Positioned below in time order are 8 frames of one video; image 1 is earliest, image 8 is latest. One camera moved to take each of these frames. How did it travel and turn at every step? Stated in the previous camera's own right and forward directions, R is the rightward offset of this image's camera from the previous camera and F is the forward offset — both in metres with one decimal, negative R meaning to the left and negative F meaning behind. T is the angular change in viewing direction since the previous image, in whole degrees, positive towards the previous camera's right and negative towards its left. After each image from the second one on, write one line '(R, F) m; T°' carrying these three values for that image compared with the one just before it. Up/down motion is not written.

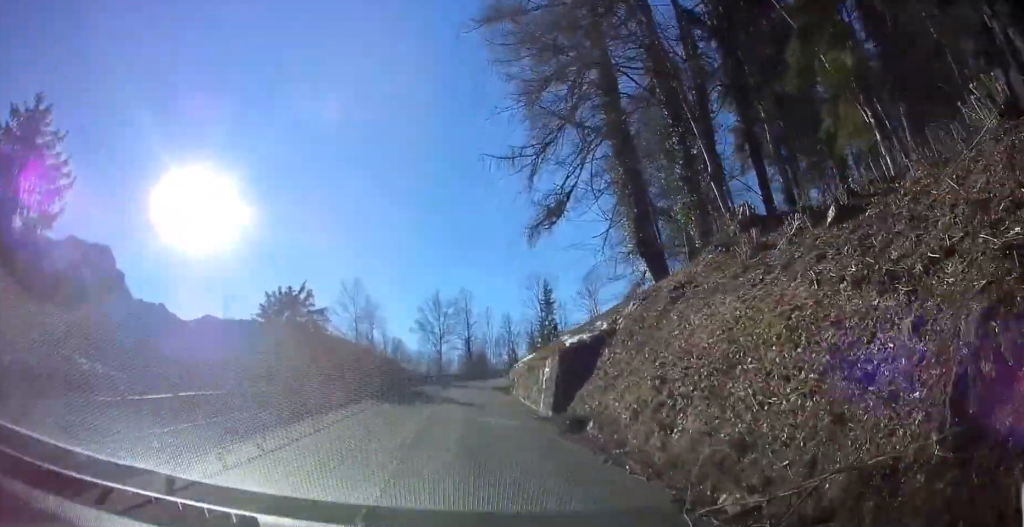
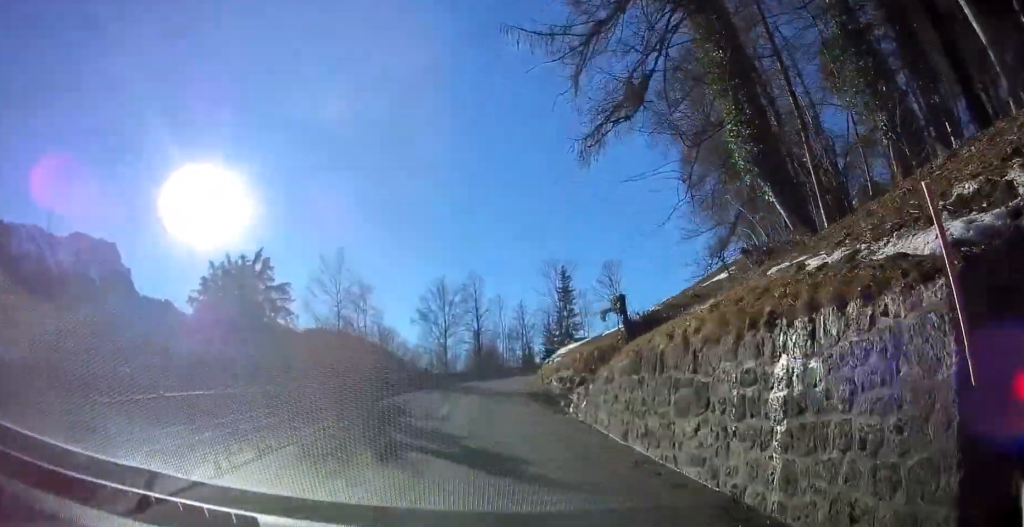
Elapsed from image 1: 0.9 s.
(+0.1, +13.0) m; 0°
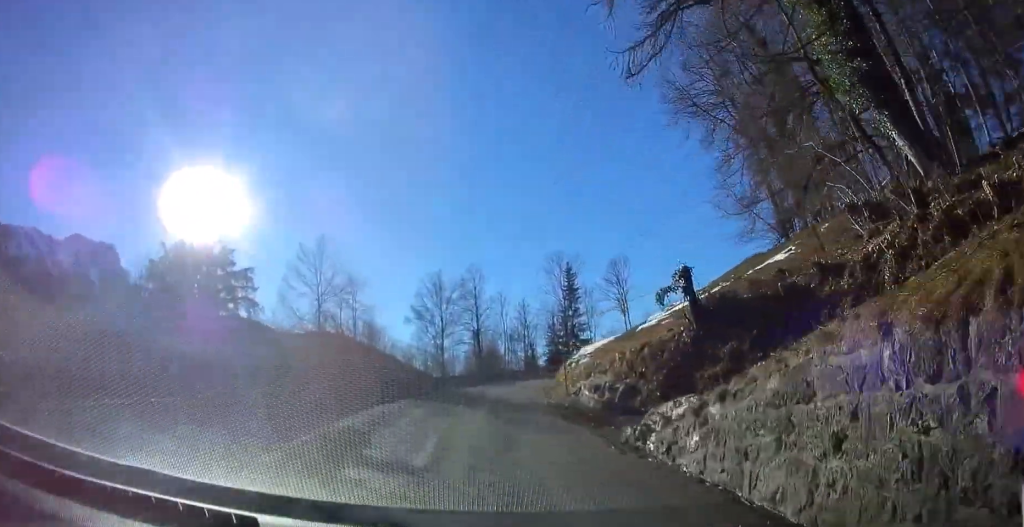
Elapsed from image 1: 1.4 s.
(-0.1, +6.3) m; 0°
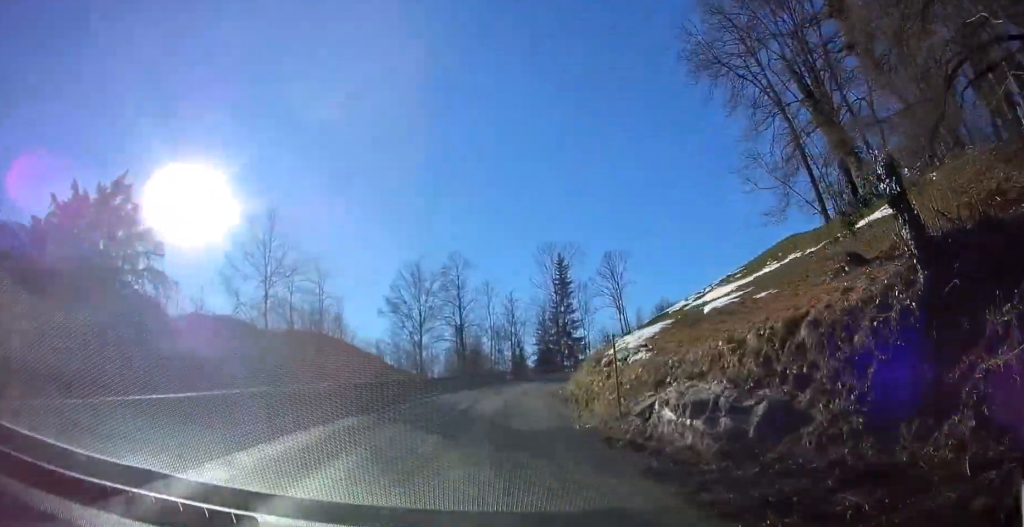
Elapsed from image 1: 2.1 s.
(0.0, +8.8) m; +1°
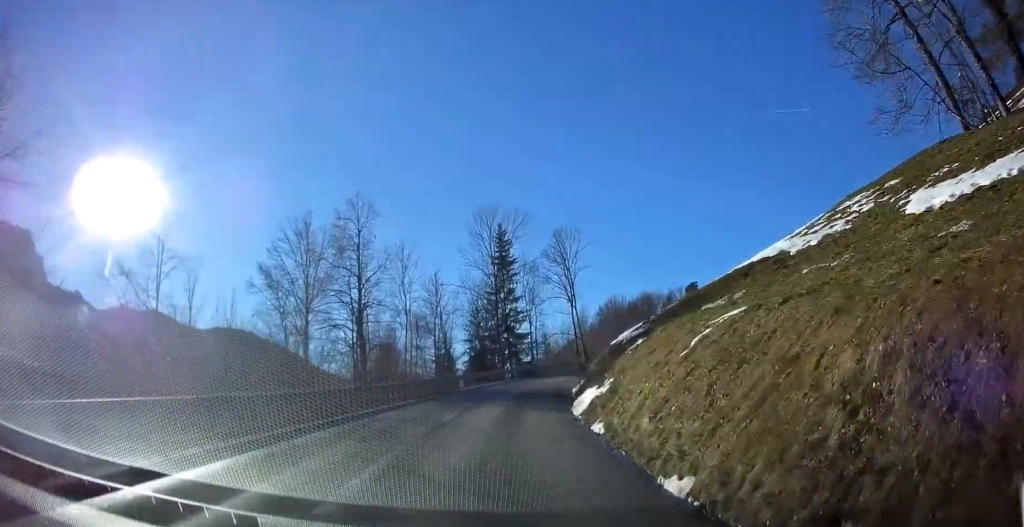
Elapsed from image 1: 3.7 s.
(+1.3, +21.1) m; +9°
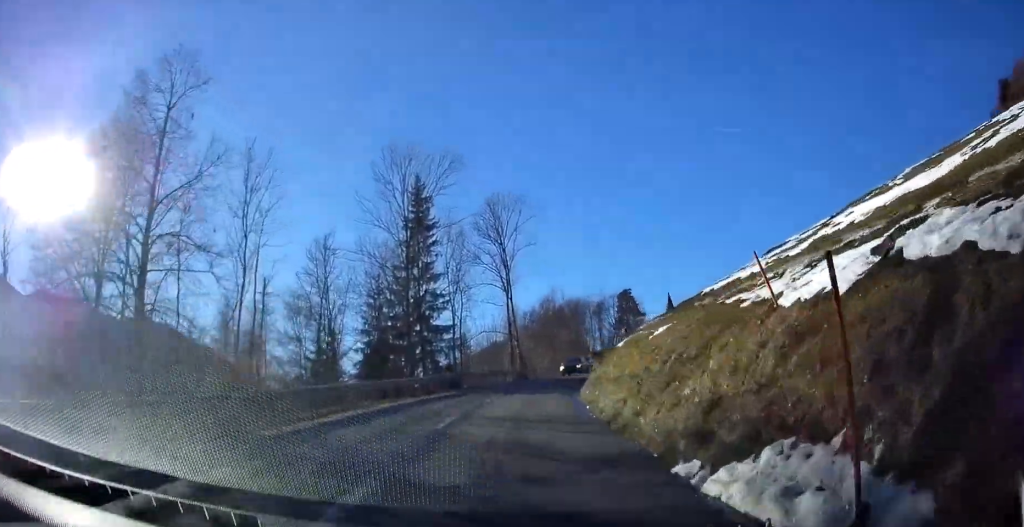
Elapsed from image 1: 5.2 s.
(+1.5, +19.3) m; +9°
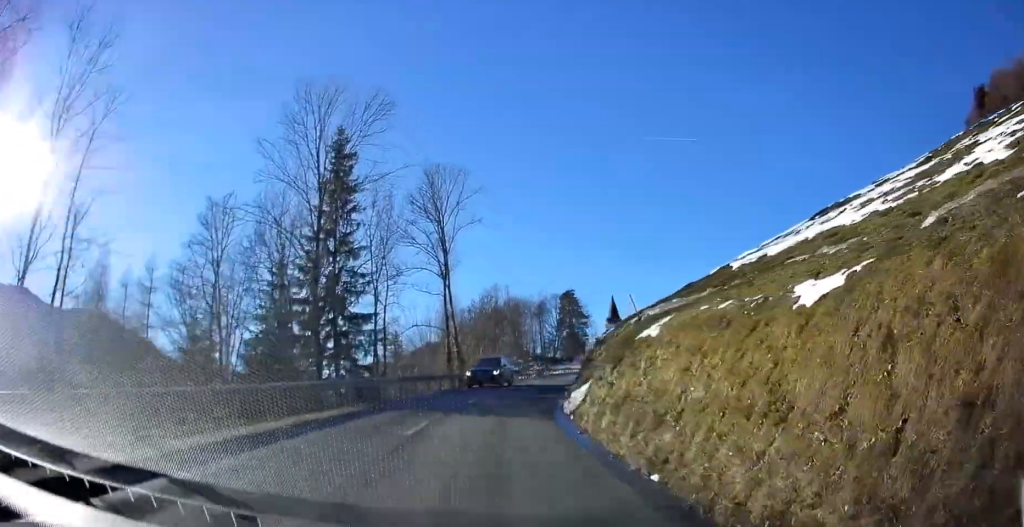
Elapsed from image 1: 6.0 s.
(+0.5, +10.4) m; +5°
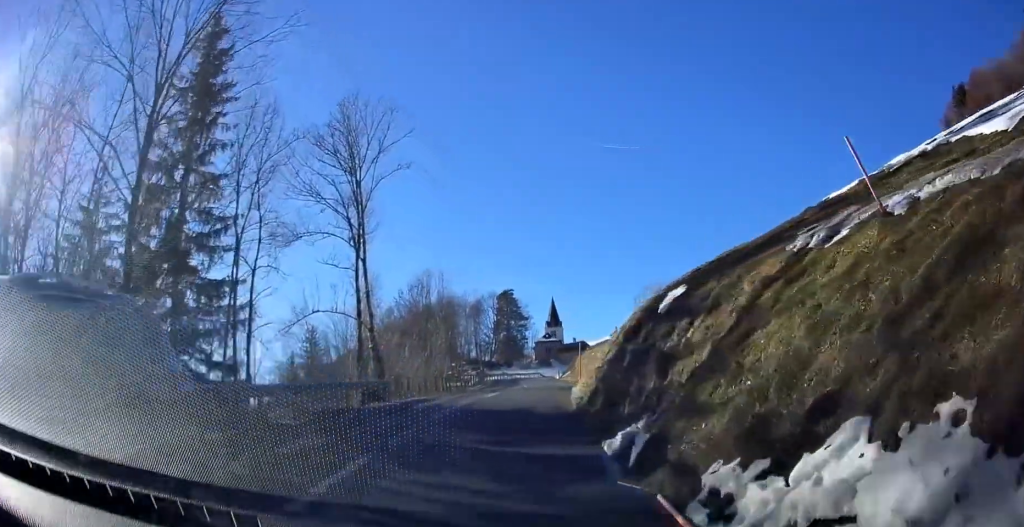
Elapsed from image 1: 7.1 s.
(+0.9, +14.3) m; +6°
